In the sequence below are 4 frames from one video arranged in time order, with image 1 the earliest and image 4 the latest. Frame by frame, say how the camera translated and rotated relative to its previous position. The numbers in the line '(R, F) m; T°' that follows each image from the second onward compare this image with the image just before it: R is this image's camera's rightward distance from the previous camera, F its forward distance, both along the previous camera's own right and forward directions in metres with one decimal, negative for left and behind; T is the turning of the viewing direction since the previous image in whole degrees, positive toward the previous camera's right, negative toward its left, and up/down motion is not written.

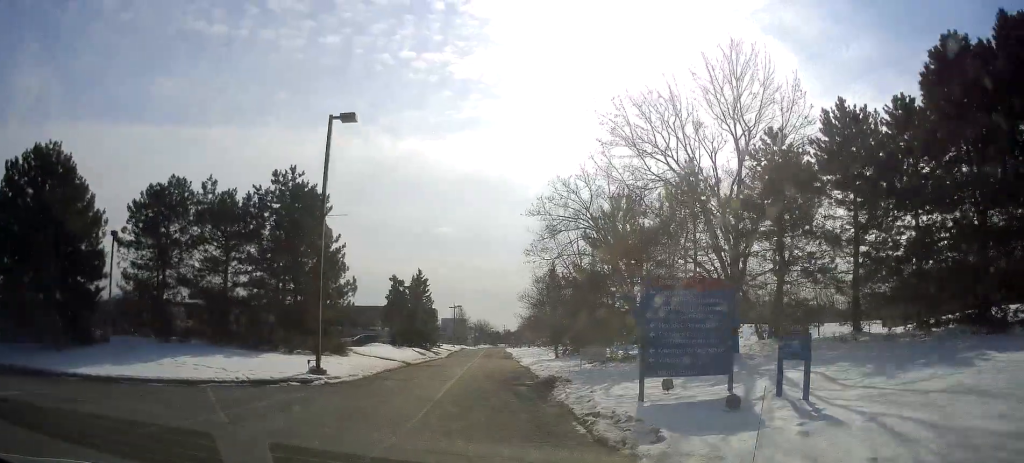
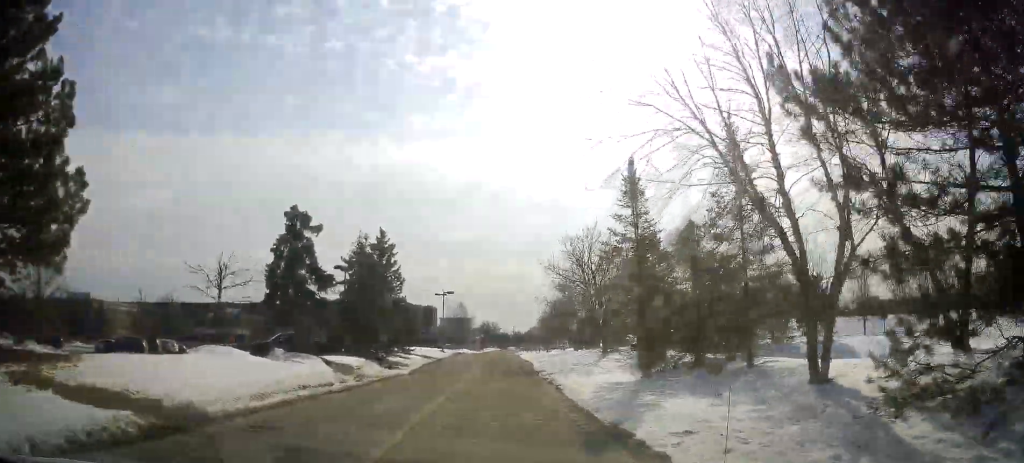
(-1.1, +21.3) m; -3°
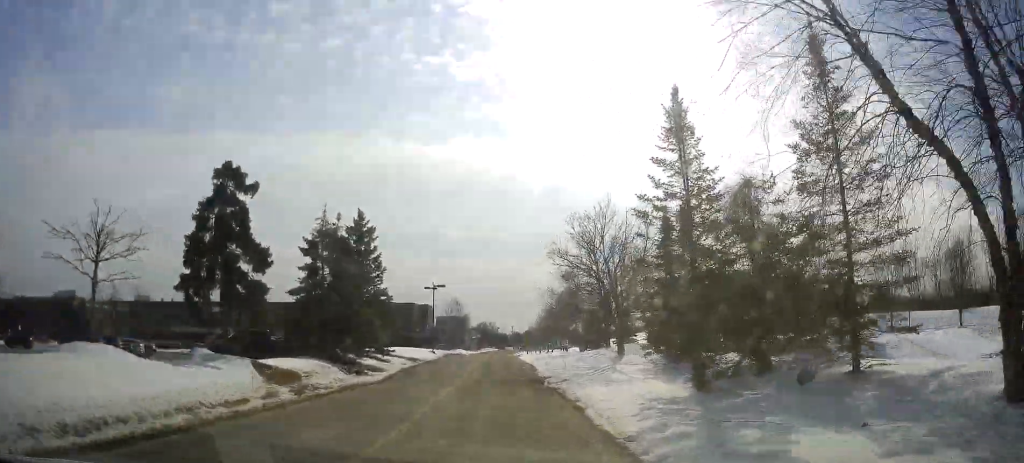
(0.0, +5.2) m; 0°
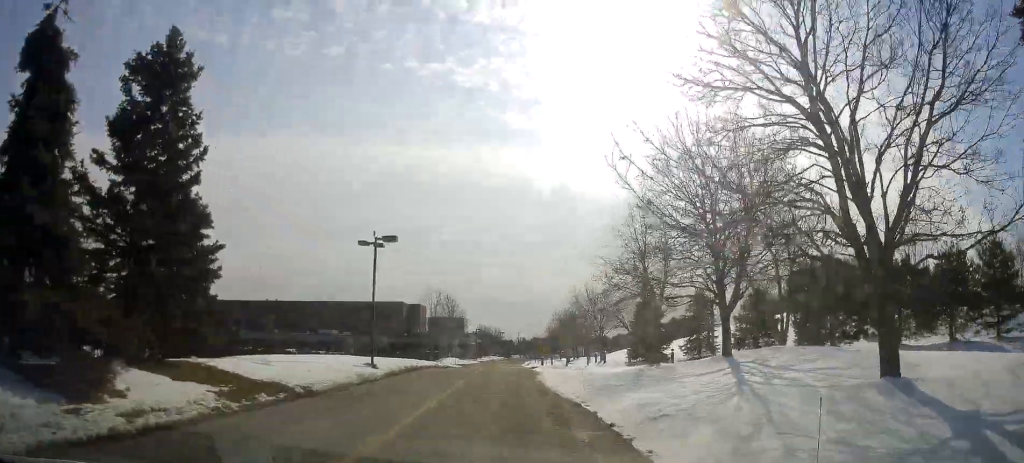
(-0.3, +22.8) m; -1°
